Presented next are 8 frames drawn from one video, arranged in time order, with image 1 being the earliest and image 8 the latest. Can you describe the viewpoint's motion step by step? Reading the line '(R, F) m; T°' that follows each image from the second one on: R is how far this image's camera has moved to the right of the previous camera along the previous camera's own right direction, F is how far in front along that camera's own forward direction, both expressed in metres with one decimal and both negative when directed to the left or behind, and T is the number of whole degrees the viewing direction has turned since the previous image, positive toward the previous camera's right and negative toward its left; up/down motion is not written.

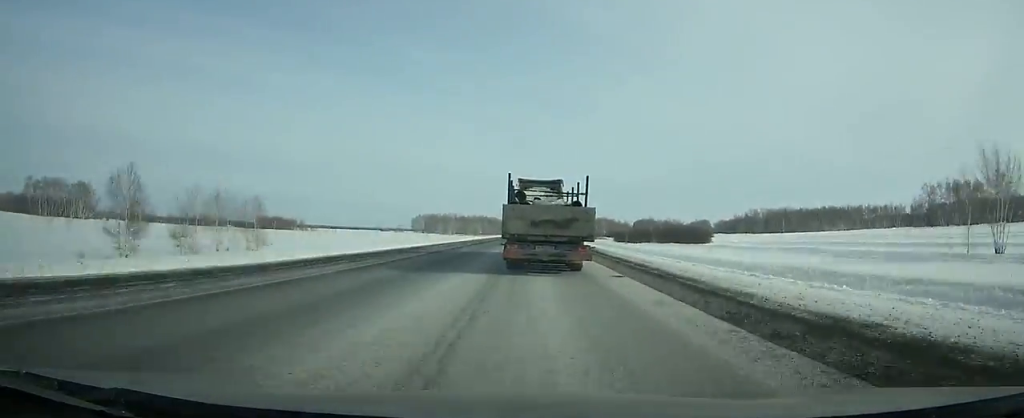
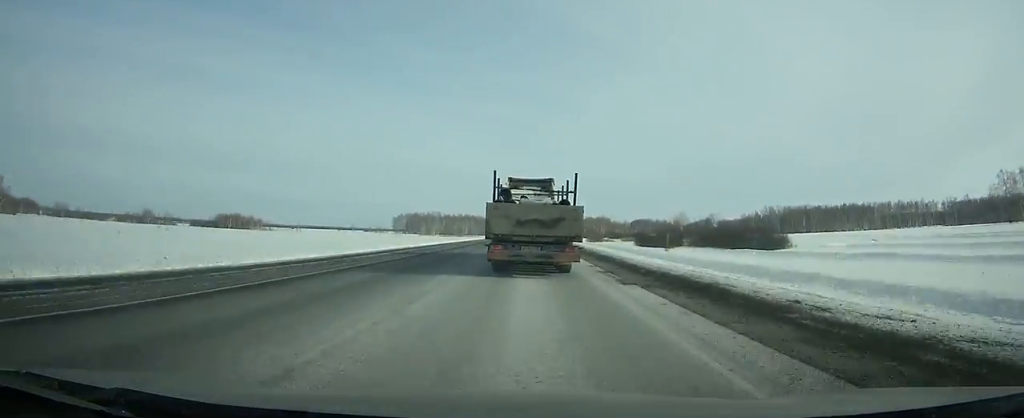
(+0.2, +48.7) m; 0°
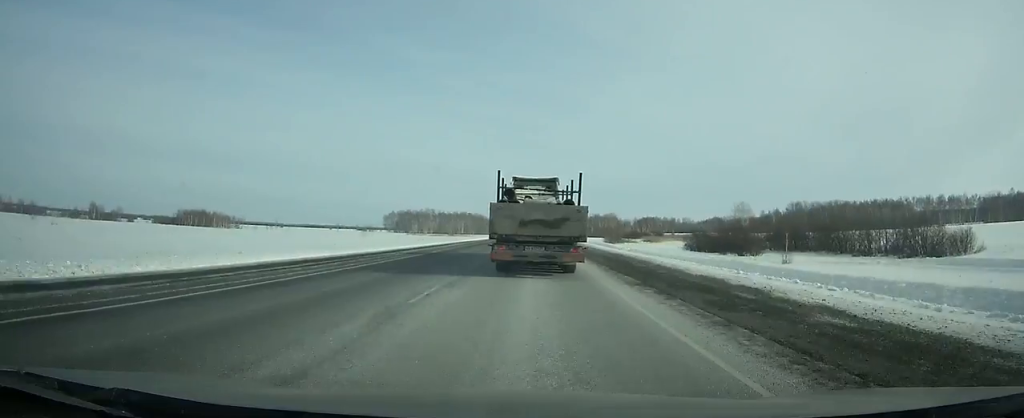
(+0.1, +44.2) m; 0°
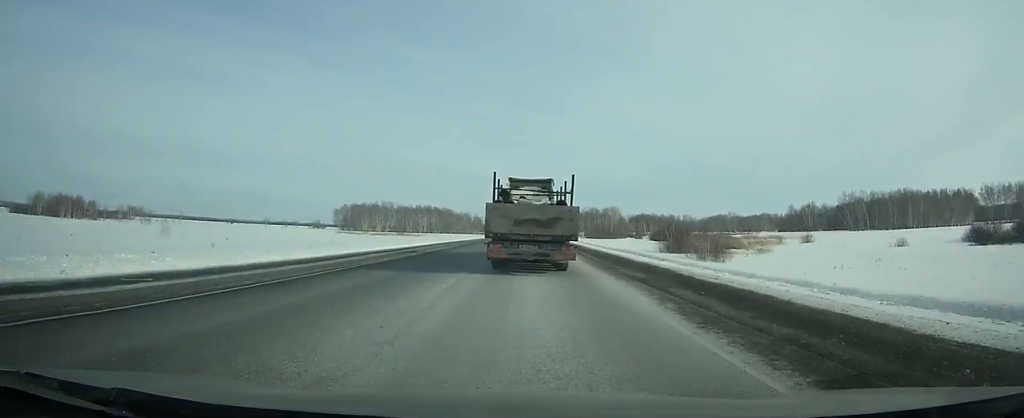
(+1.0, +95.0) m; +1°
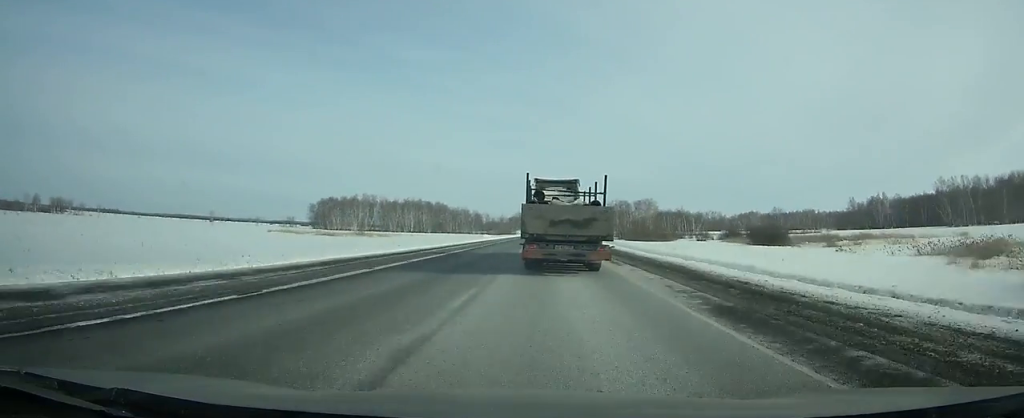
(+0.3, +75.5) m; +1°
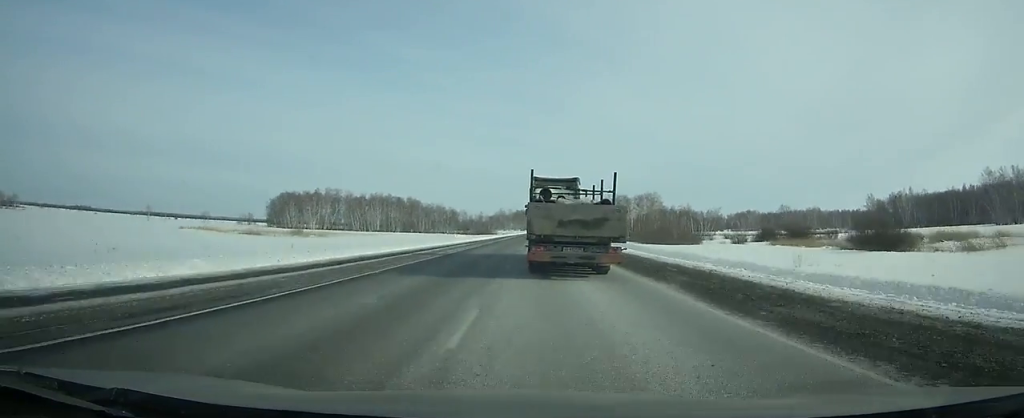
(+0.2, +38.1) m; 0°
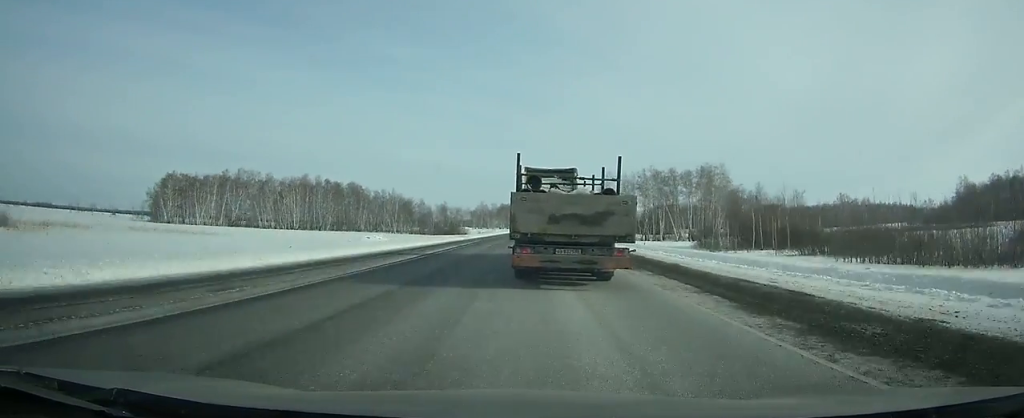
(+0.9, +87.2) m; +1°
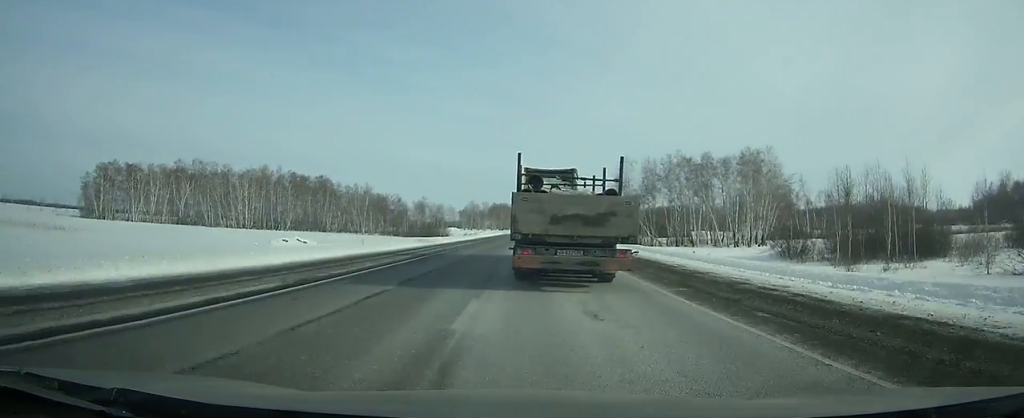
(+0.1, +31.0) m; +1°
